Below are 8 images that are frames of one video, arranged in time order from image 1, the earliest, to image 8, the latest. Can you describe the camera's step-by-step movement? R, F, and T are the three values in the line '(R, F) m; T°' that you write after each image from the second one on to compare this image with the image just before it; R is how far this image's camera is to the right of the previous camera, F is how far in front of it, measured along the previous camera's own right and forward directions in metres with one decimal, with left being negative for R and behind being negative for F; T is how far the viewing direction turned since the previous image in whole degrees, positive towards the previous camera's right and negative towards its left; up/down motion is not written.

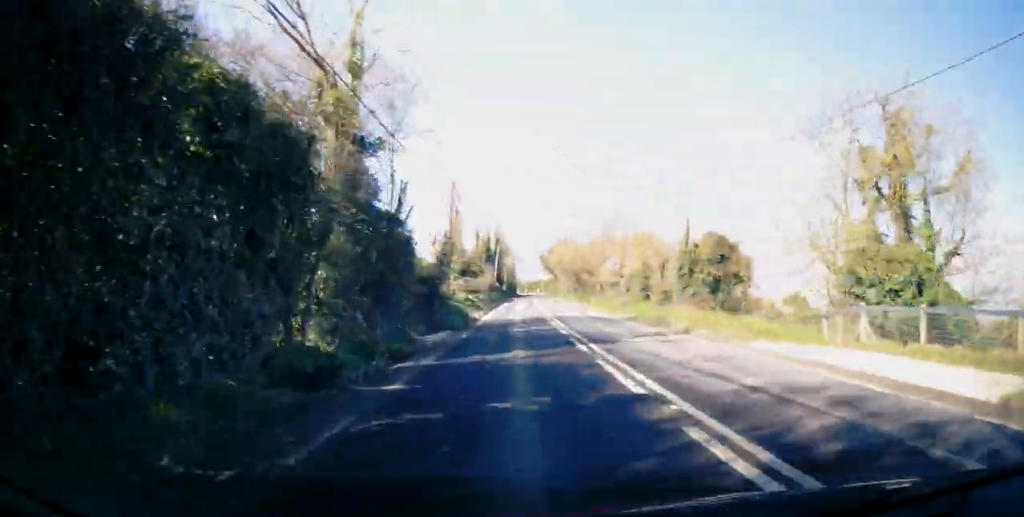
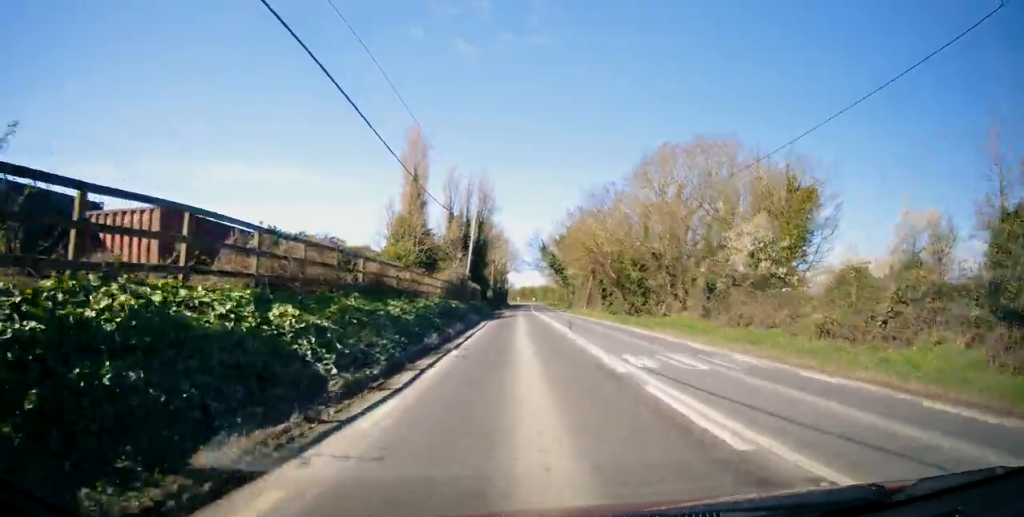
(-0.3, +38.6) m; +1°
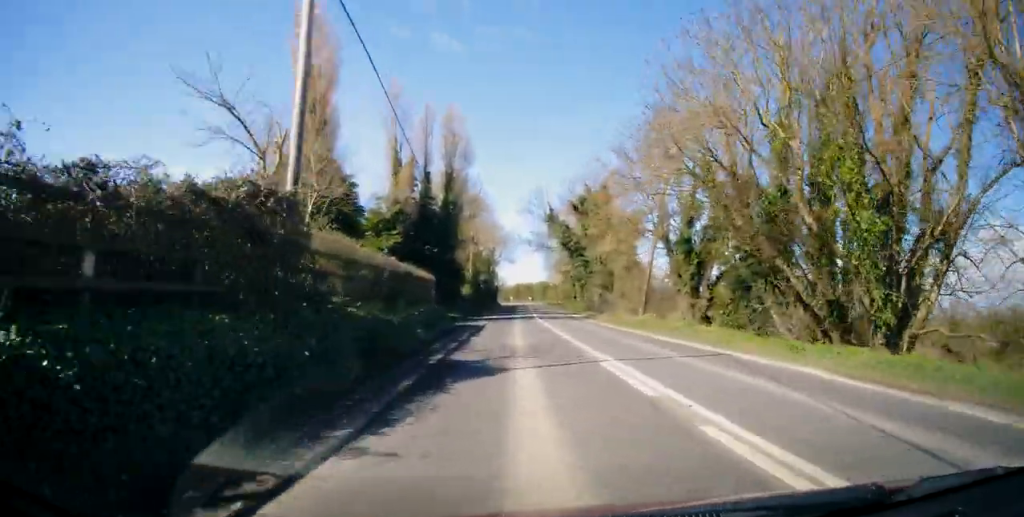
(+0.3, +32.6) m; +1°
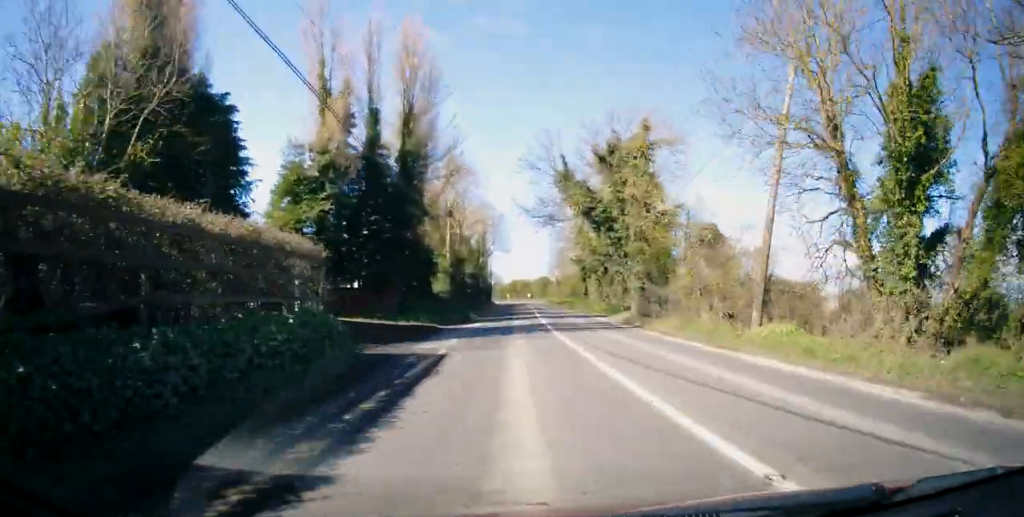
(+0.2, +18.0) m; +1°
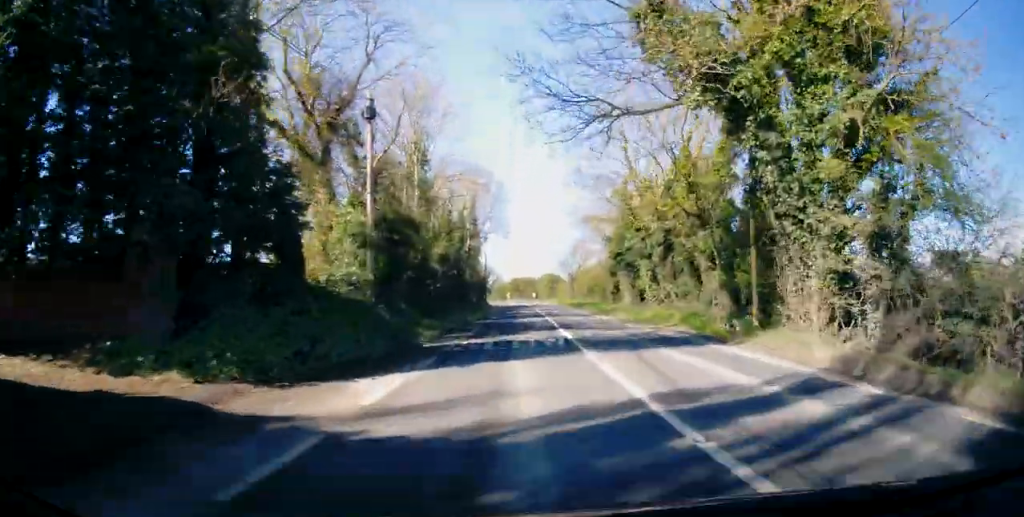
(0.0, +23.2) m; 0°
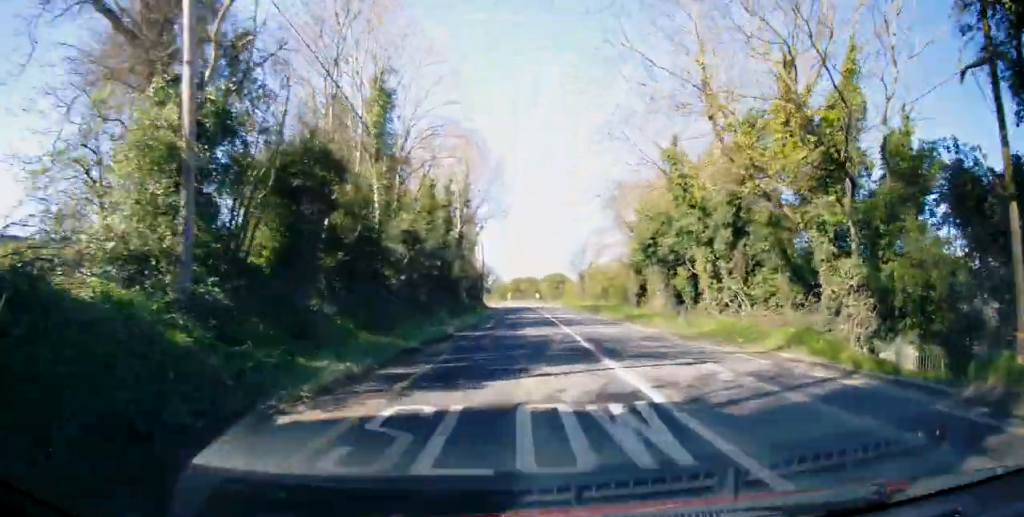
(-0.1, +11.2) m; 0°
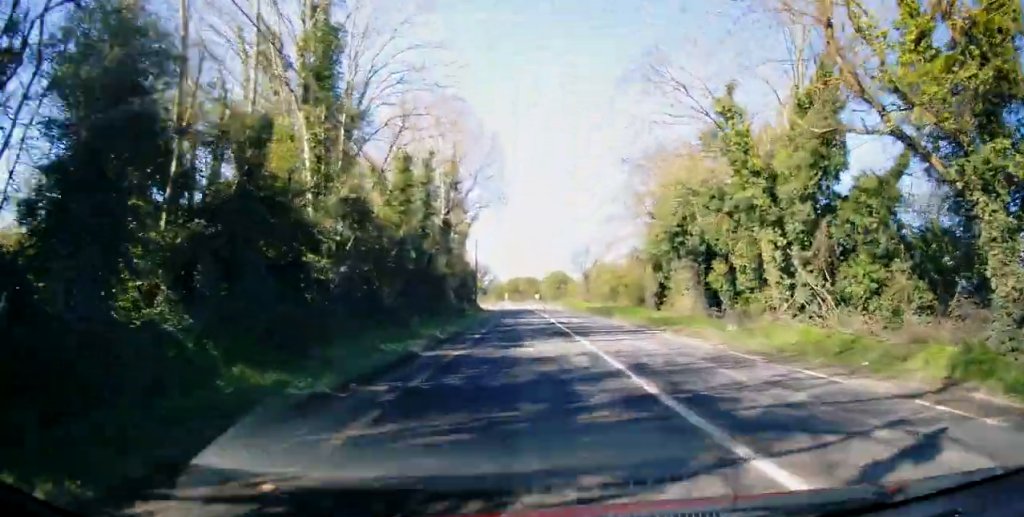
(0.0, +7.5) m; 0°
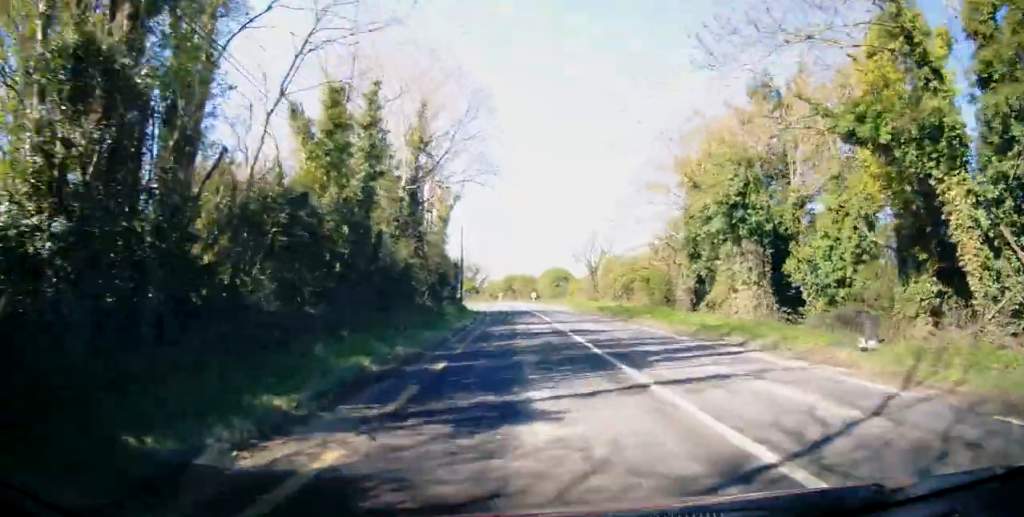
(0.0, +9.9) m; 0°
